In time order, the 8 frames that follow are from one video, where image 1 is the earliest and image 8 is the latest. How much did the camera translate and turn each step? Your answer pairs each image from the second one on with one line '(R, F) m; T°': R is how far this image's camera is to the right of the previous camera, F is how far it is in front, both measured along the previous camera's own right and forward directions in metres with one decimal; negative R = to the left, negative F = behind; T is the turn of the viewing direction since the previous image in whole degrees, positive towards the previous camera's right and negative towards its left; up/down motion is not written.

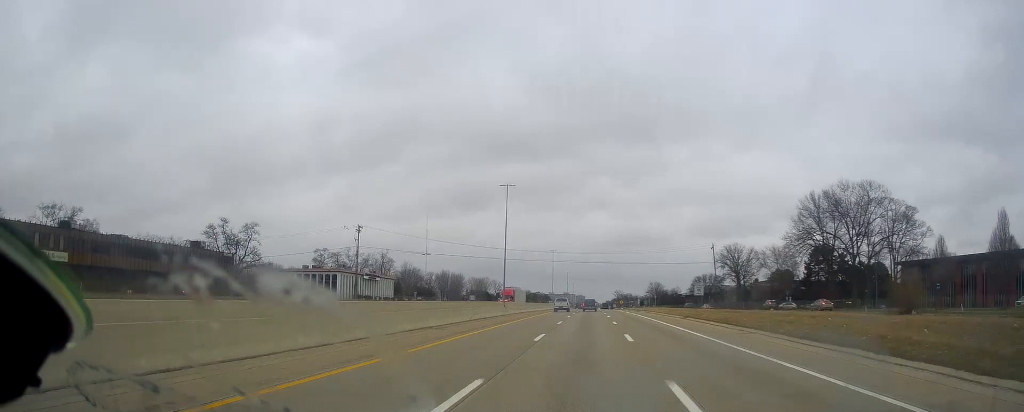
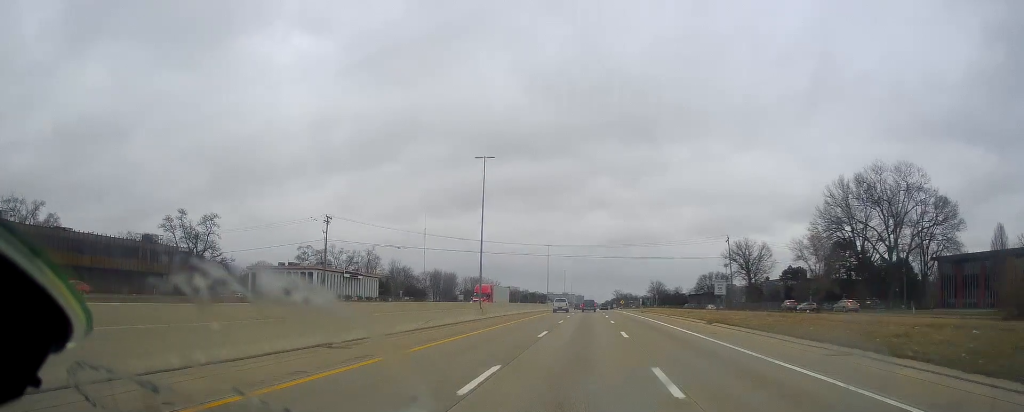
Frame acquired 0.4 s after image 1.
(+0.1, +12.8) m; 0°
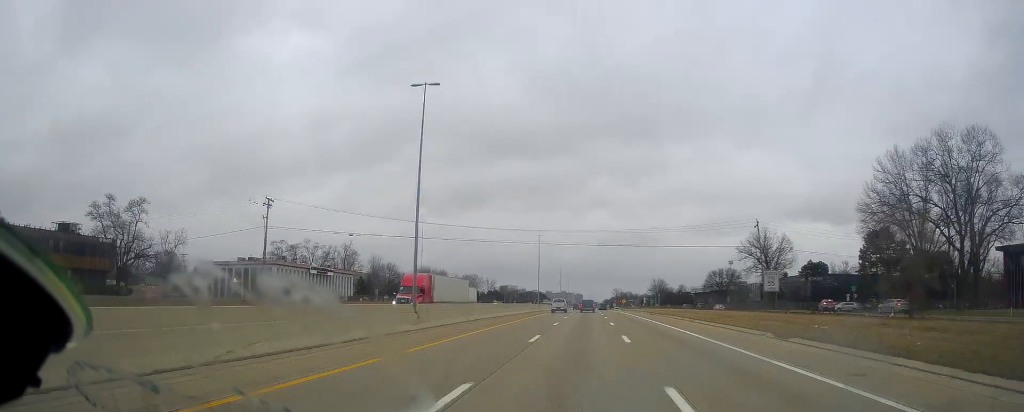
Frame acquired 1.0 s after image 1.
(+0.4, +18.1) m; 0°
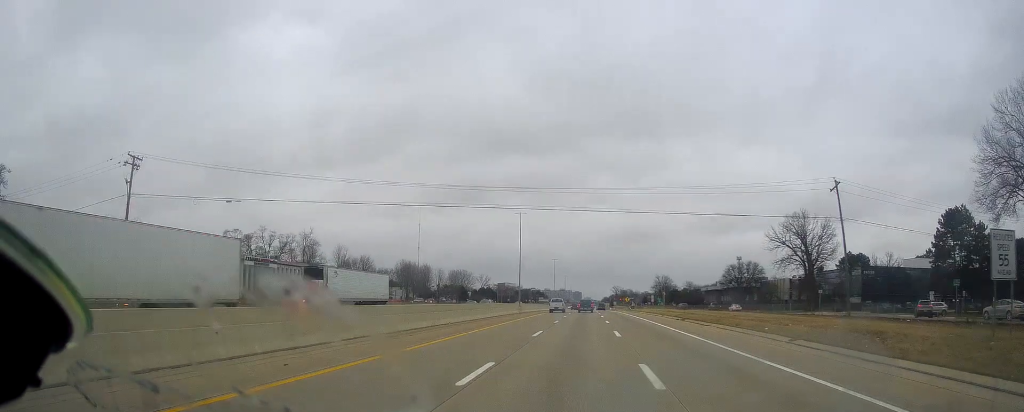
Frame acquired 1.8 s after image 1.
(-0.4, +26.6) m; 0°
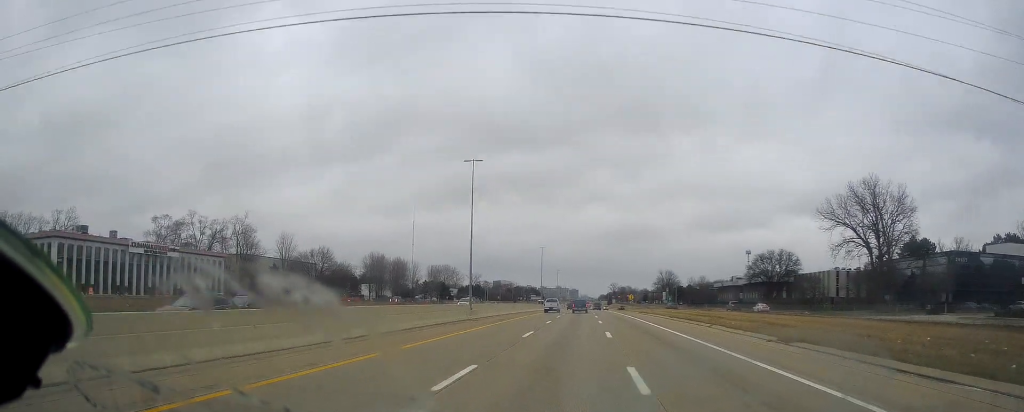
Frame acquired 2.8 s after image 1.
(+0.2, +30.7) m; -1°
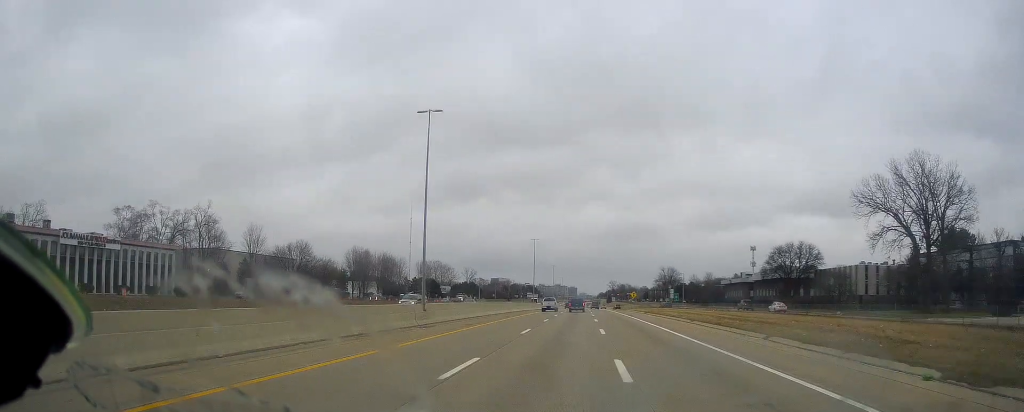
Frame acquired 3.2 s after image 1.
(+0.2, +13.7) m; 0°
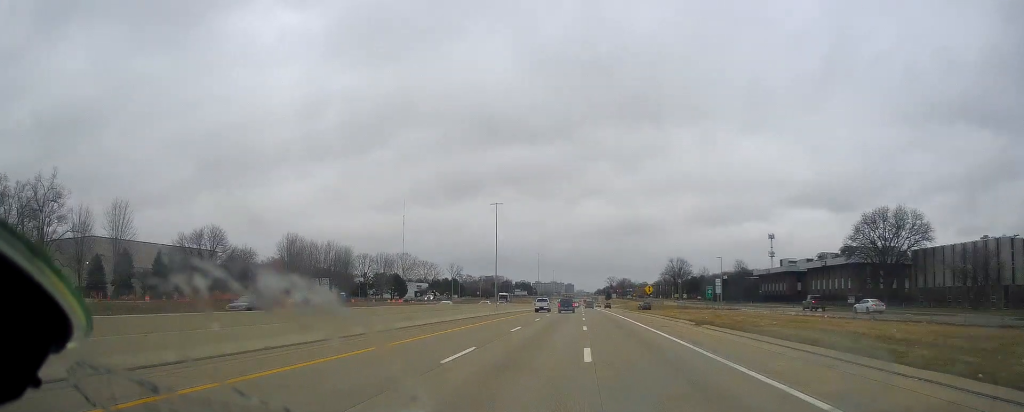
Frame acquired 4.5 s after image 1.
(-0.3, +42.0) m; +1°
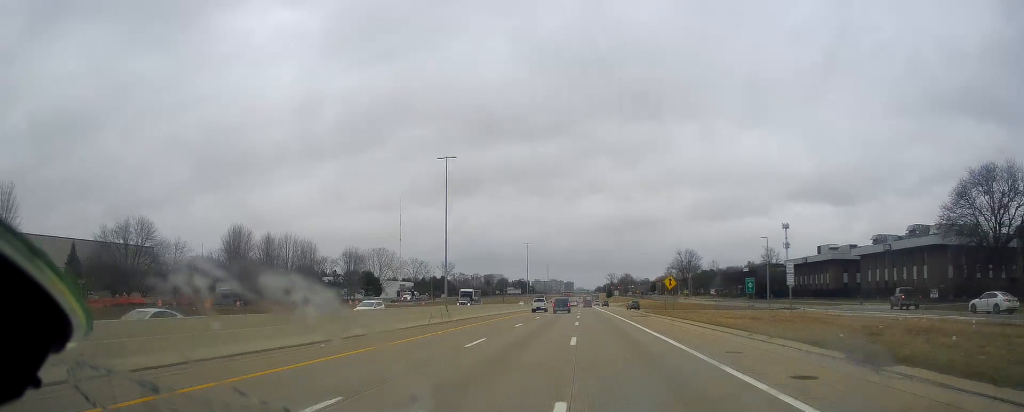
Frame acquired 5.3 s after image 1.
(+0.5, +25.1) m; 0°
